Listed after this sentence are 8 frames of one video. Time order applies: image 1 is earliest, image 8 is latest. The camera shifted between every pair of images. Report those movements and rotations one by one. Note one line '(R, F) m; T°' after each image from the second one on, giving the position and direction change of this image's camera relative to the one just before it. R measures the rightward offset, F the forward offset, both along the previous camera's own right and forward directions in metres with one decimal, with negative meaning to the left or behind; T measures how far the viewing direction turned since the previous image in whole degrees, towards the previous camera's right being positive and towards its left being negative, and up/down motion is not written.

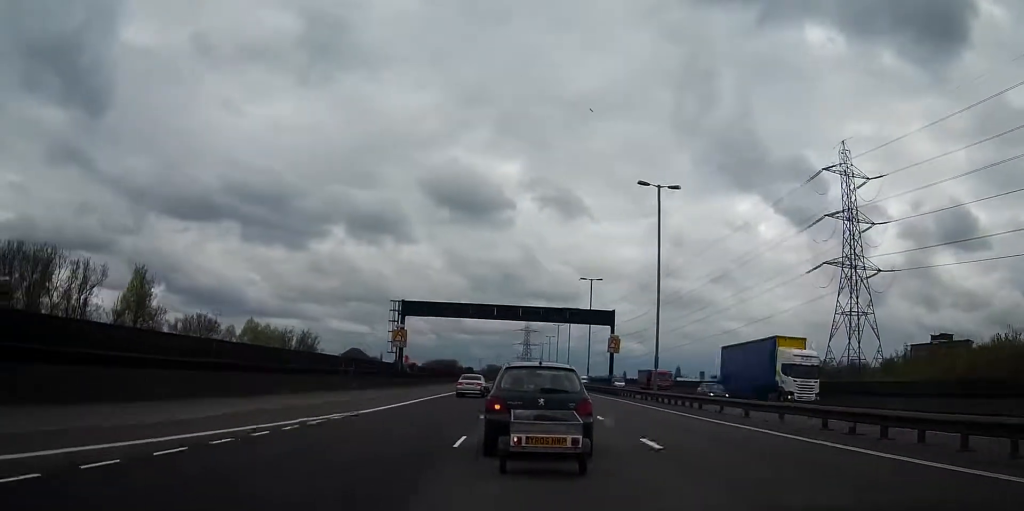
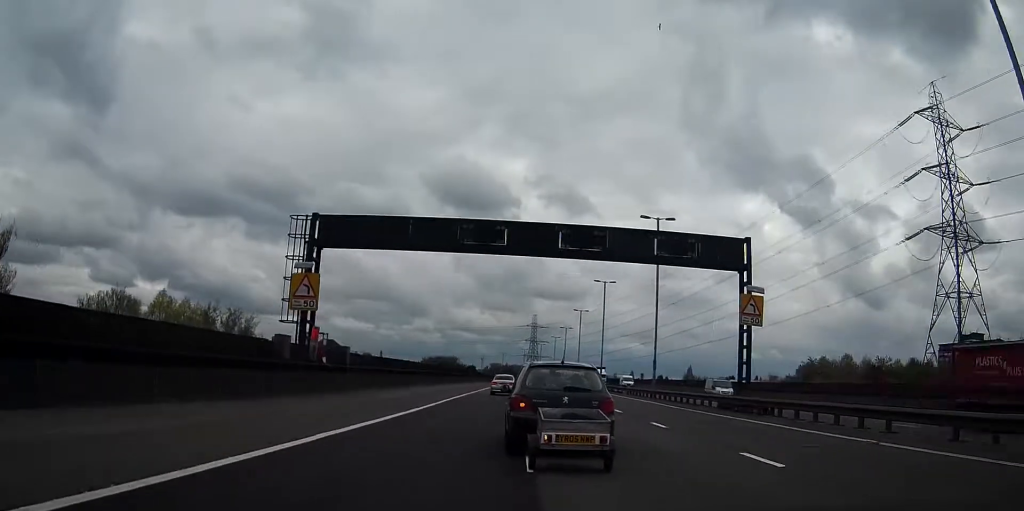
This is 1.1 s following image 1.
(-0.2, +31.2) m; 0°
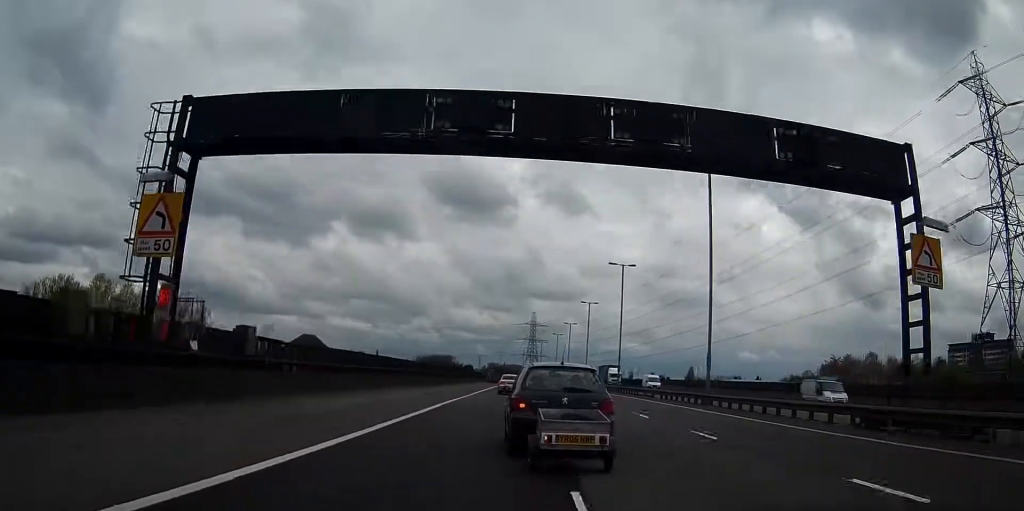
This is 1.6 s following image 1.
(0.0, +13.0) m; 0°
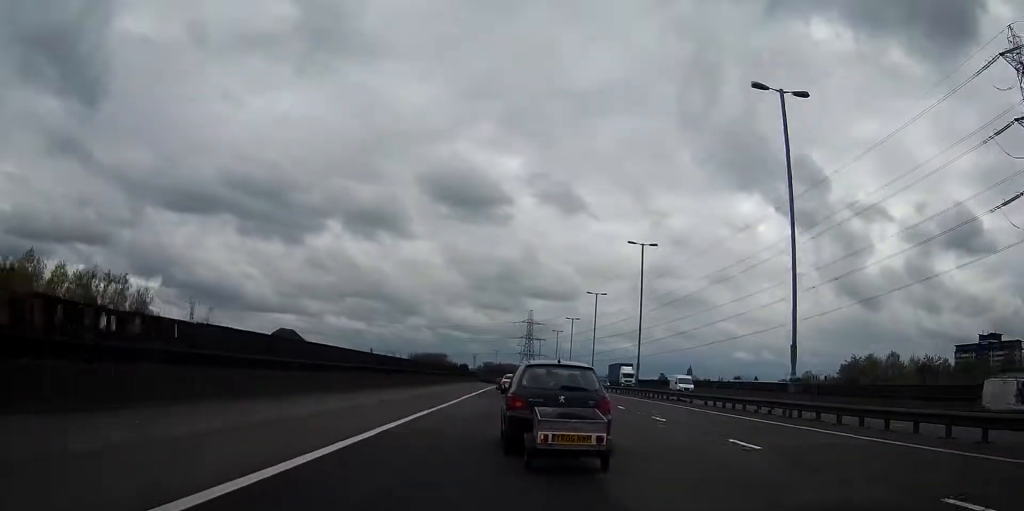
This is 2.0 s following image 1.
(+0.1, +11.2) m; 0°
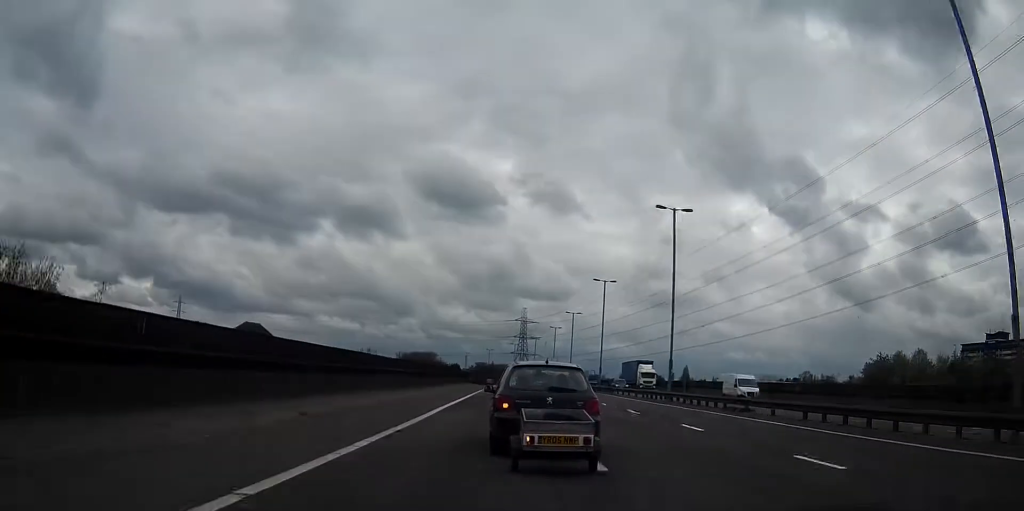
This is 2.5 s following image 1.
(0.0, +13.0) m; 0°
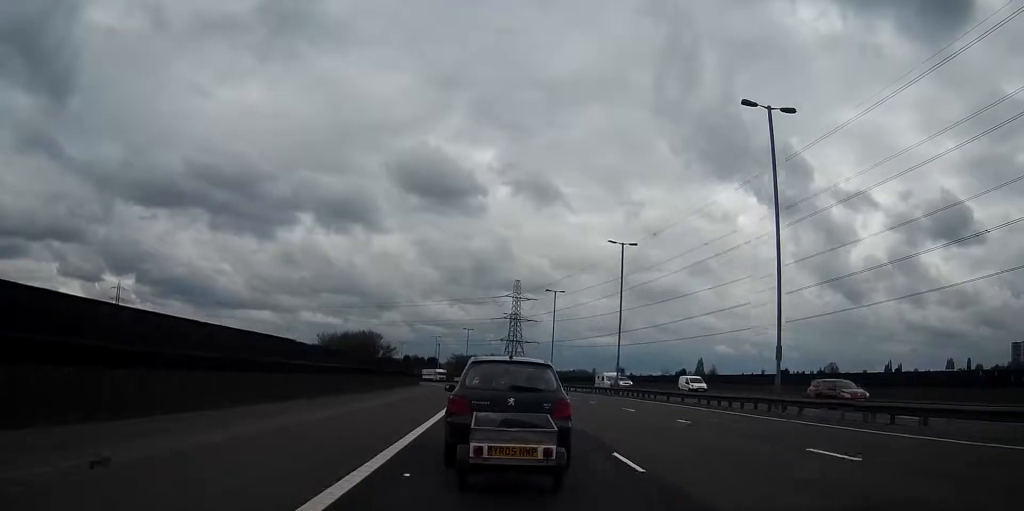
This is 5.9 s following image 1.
(+1.2, +91.7) m; +1°
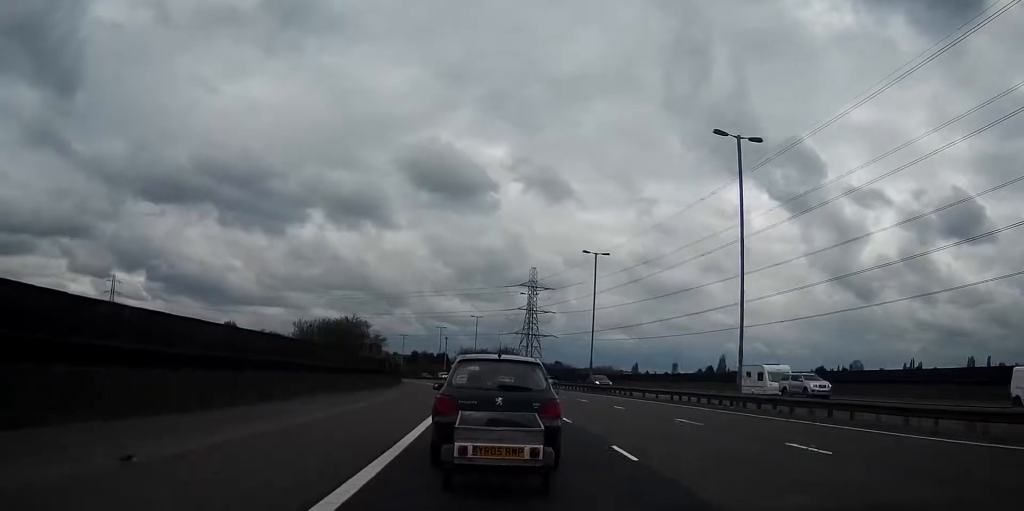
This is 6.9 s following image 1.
(-0.2, +27.3) m; -1°
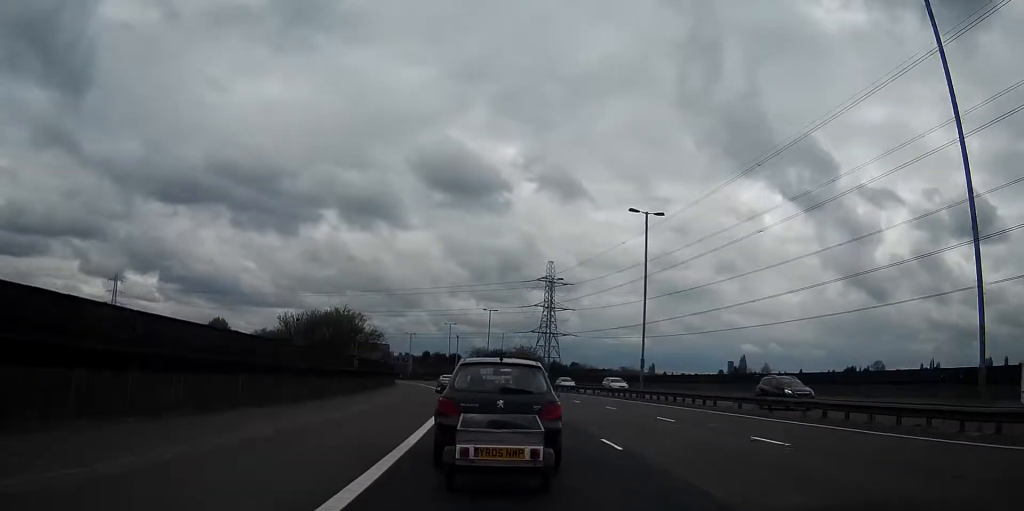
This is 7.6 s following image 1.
(-0.2, +16.9) m; -1°
